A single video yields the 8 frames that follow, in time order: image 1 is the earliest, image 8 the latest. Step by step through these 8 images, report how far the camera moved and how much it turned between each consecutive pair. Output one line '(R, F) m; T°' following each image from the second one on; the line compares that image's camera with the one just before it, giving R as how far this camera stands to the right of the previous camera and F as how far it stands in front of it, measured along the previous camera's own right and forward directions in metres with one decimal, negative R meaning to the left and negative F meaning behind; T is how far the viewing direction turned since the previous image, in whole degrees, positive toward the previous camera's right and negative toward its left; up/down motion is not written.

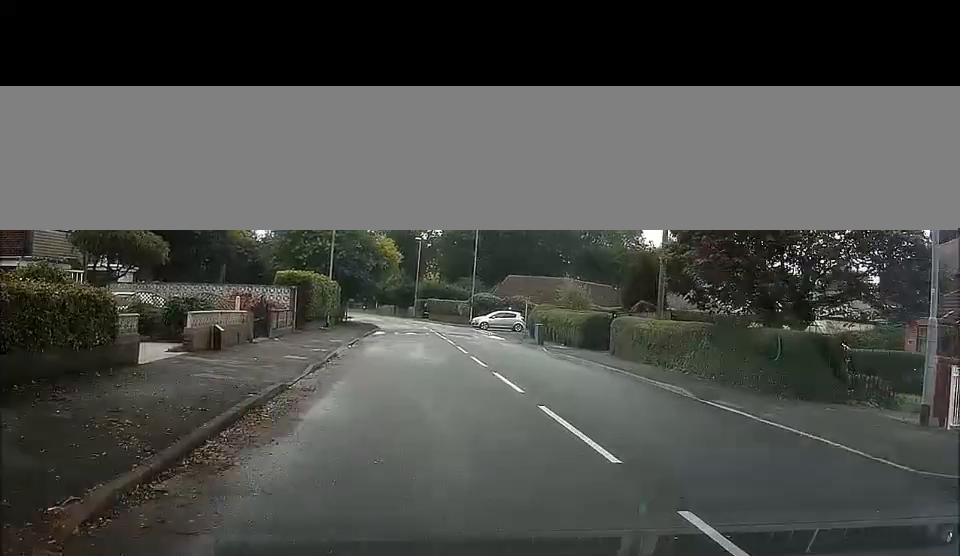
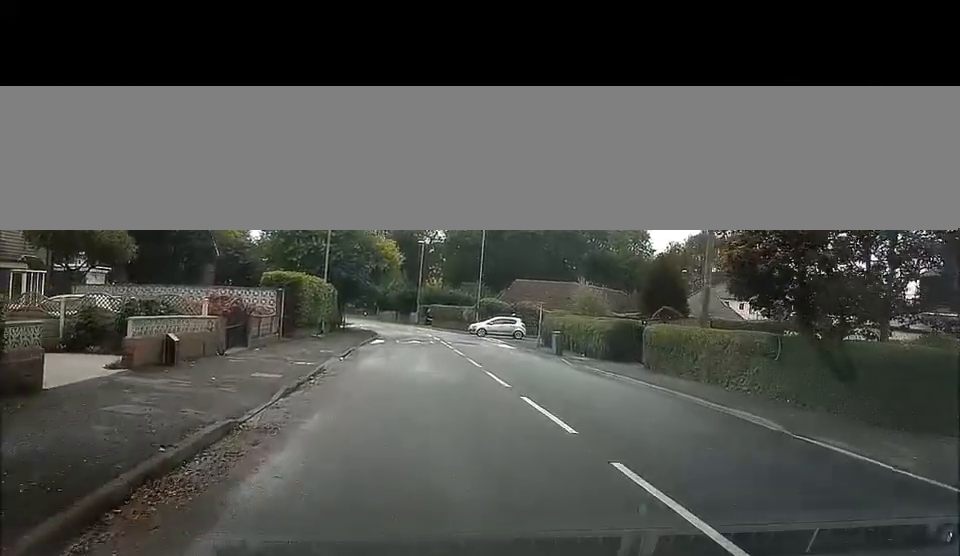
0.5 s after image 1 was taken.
(-0.1, +4.0) m; -1°
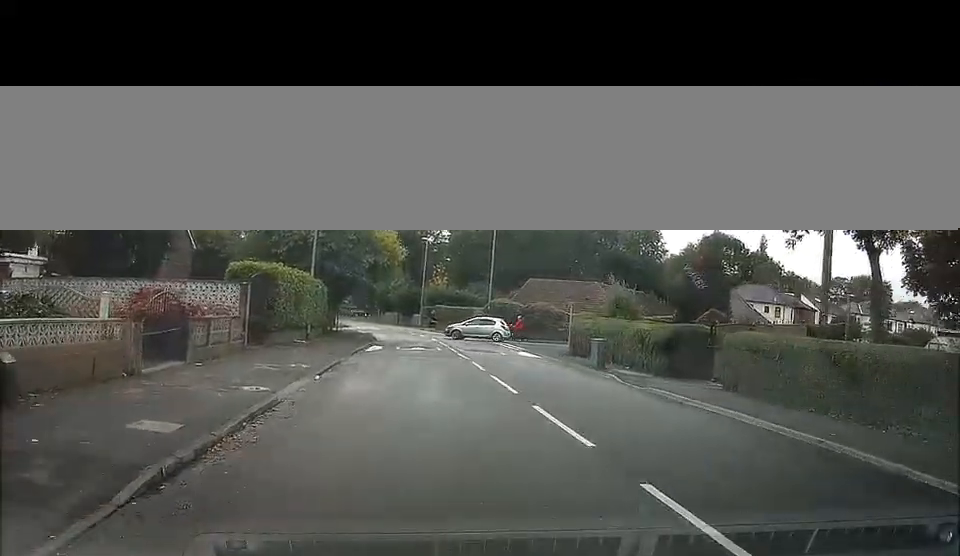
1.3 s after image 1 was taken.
(-0.1, +6.9) m; 0°
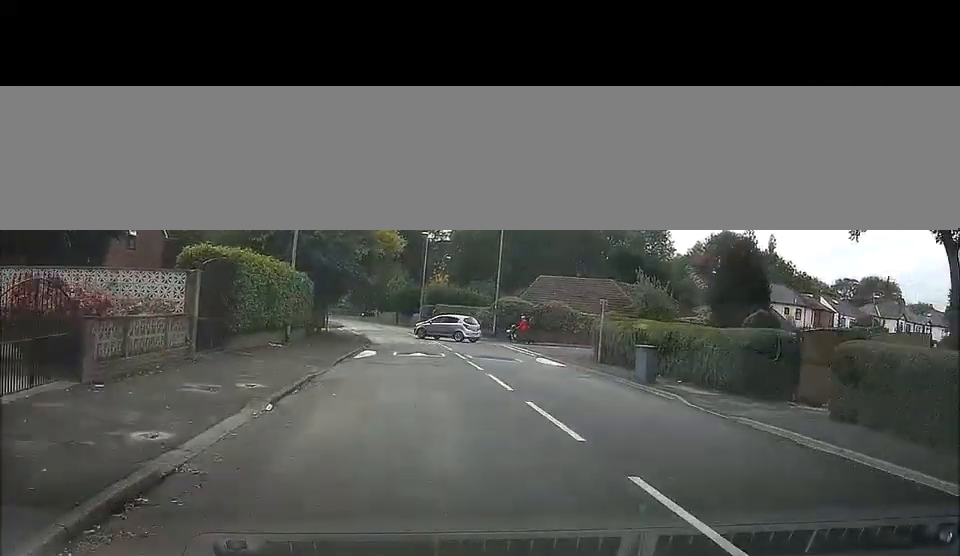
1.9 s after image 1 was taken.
(-0.1, +5.6) m; +1°
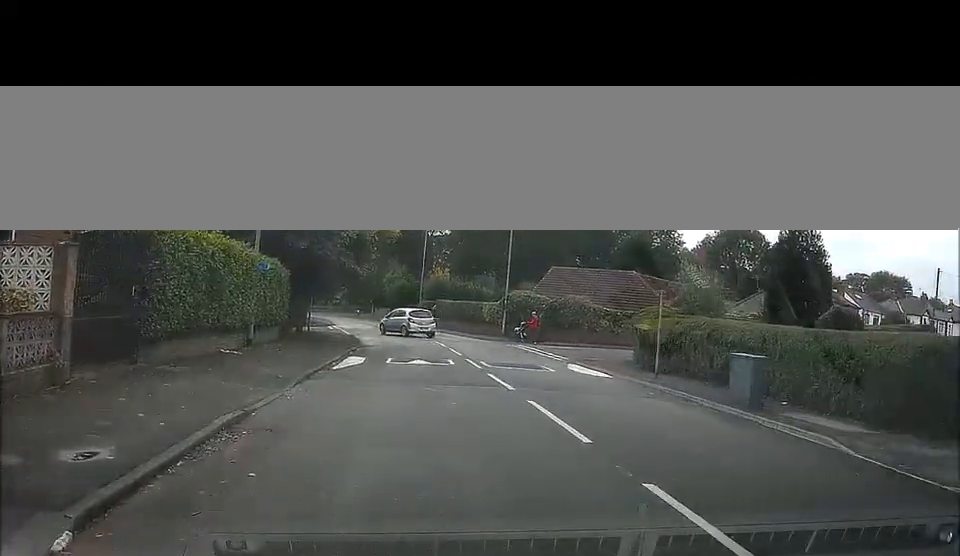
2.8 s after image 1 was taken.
(+0.3, +6.6) m; +5°
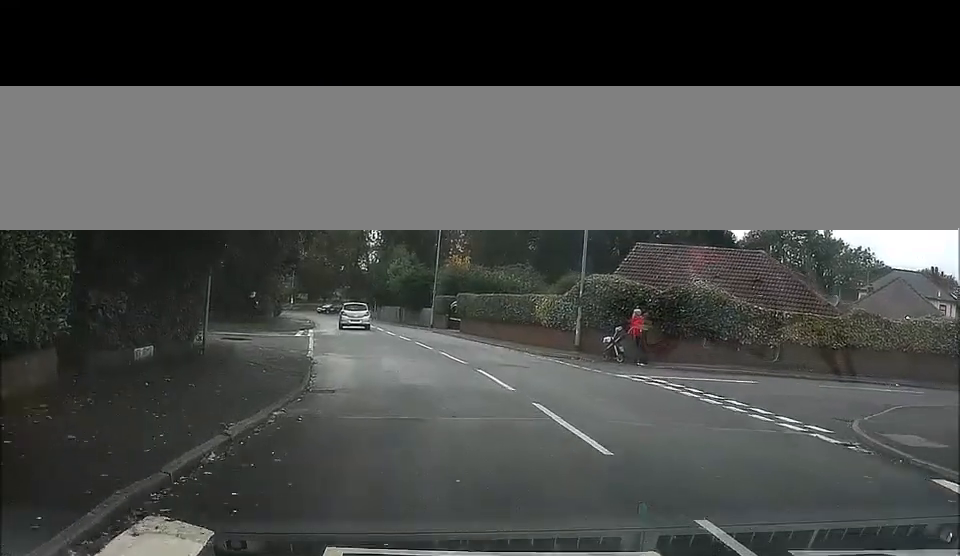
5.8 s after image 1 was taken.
(+0.8, +19.8) m; +8°
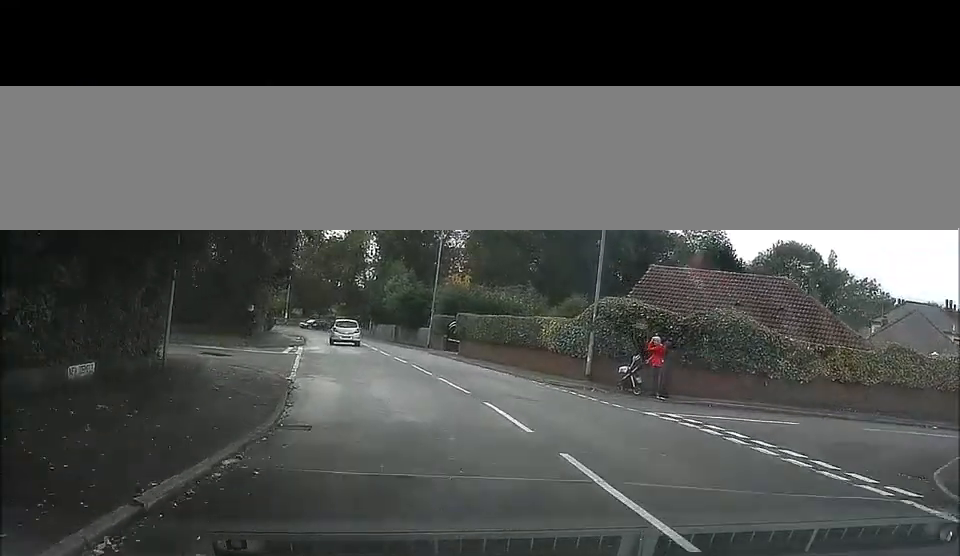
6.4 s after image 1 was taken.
(+0.3, +2.8) m; +1°
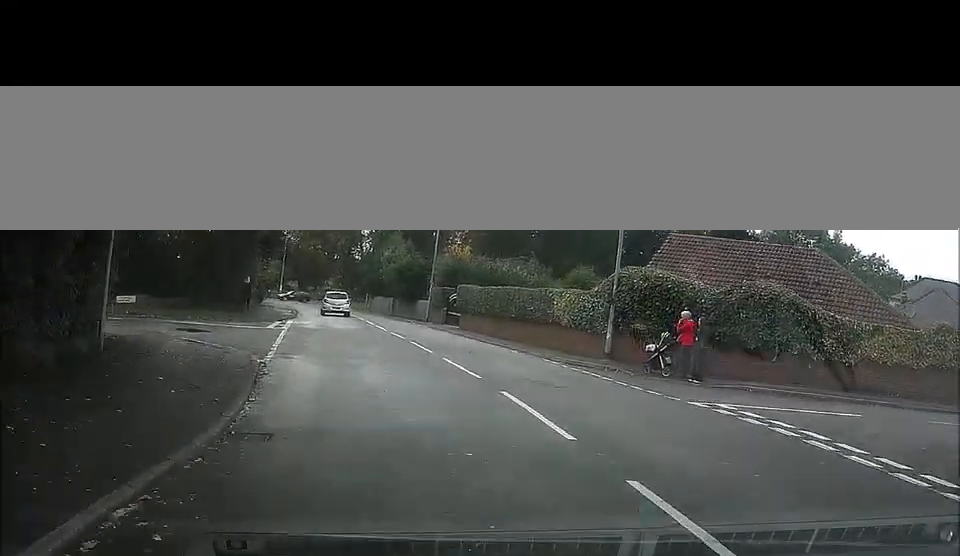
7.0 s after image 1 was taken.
(+0.4, +3.0) m; -1°
